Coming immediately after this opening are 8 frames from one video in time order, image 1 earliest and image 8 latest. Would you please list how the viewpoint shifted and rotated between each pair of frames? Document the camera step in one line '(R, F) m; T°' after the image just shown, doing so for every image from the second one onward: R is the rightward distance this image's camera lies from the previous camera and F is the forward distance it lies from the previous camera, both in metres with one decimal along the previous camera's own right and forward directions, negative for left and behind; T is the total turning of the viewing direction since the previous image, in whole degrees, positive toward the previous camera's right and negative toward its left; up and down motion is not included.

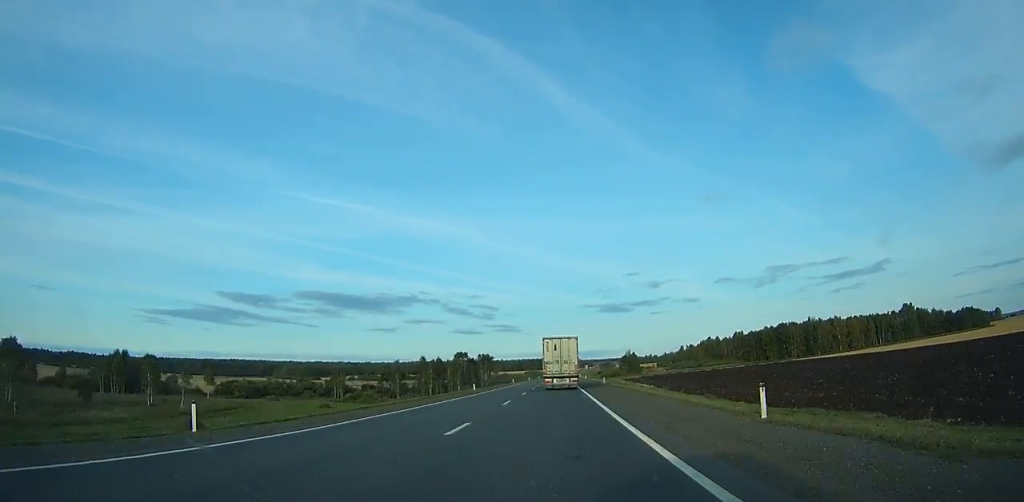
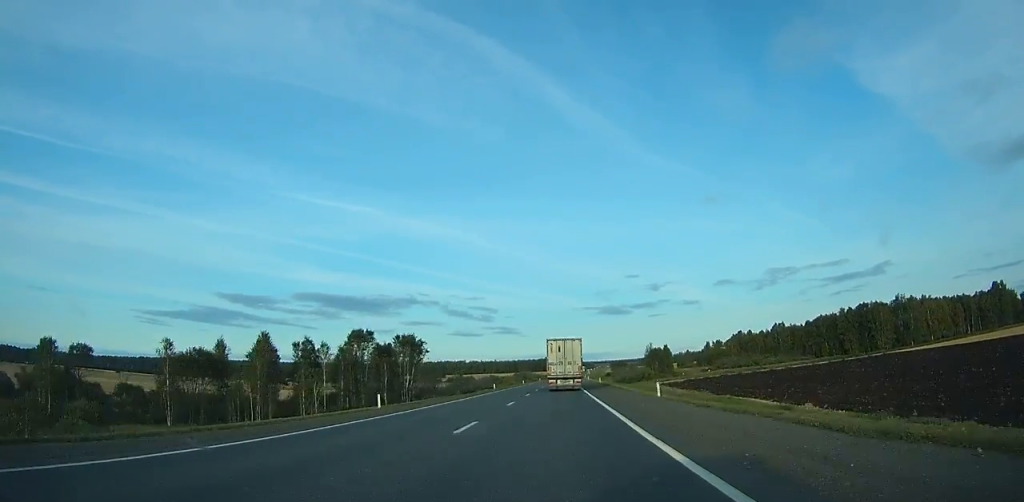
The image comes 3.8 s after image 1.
(+0.3, +84.2) m; +1°
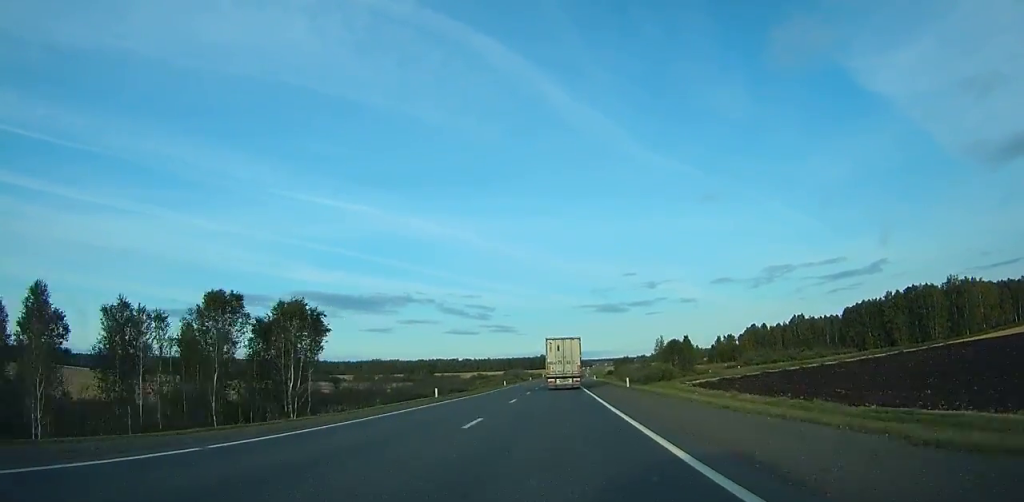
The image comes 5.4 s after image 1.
(+0.1, +35.6) m; 0°
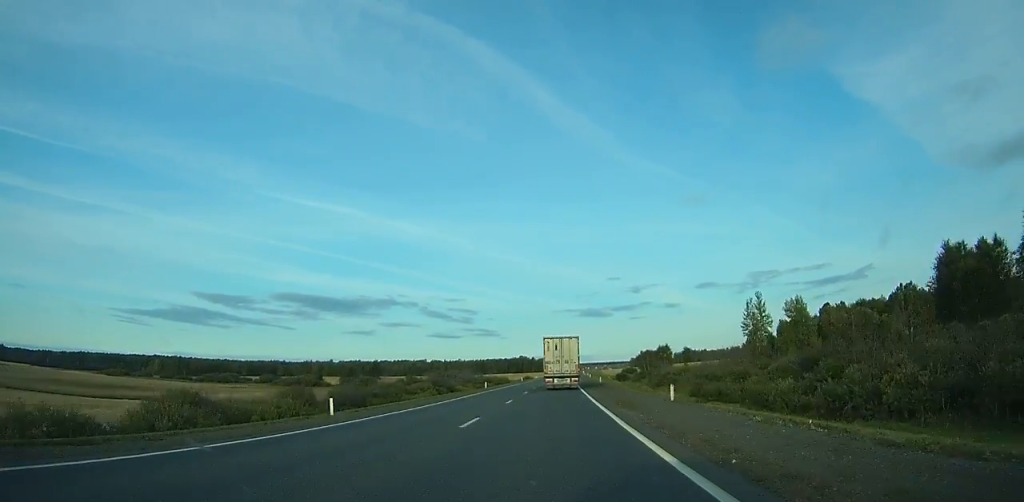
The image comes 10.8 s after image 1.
(+1.4, +120.5) m; +2°
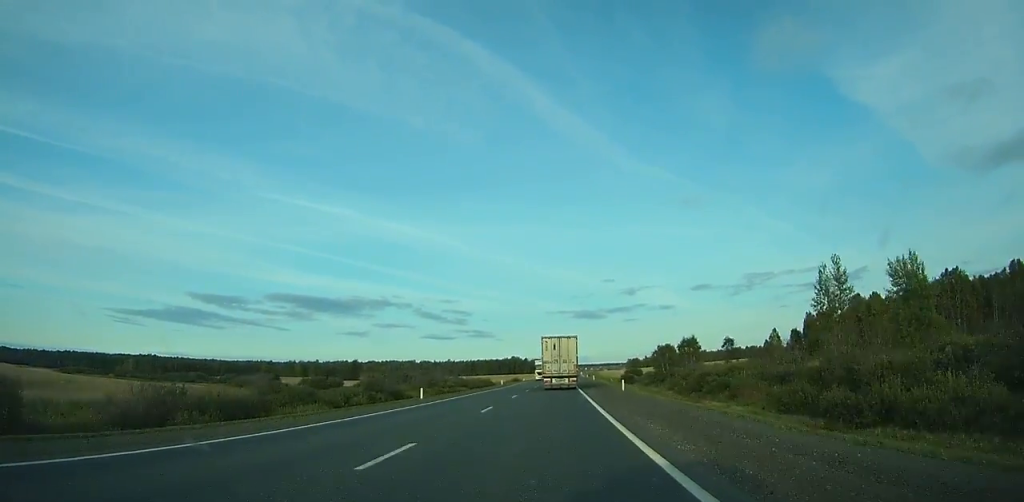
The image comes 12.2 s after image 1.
(0.0, +31.3) m; +1°
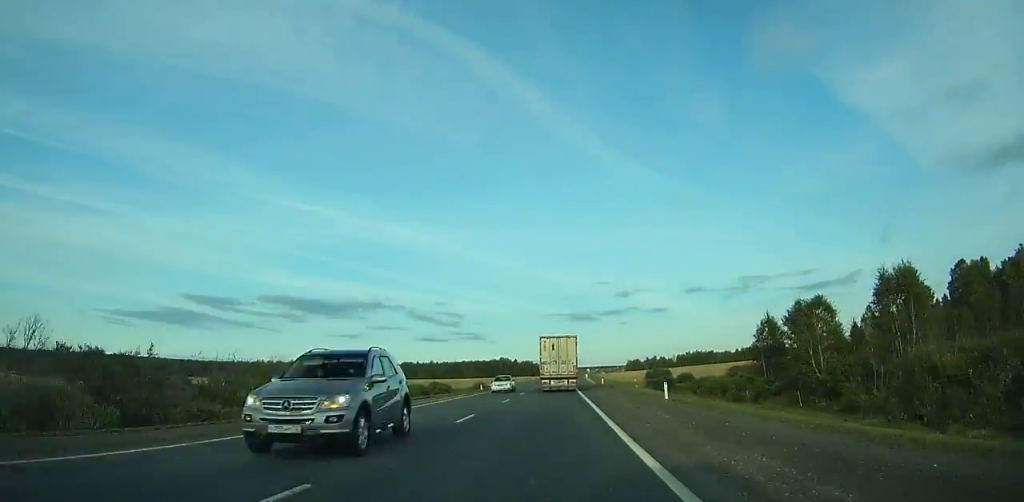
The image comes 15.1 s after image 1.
(+0.7, +64.6) m; +1°
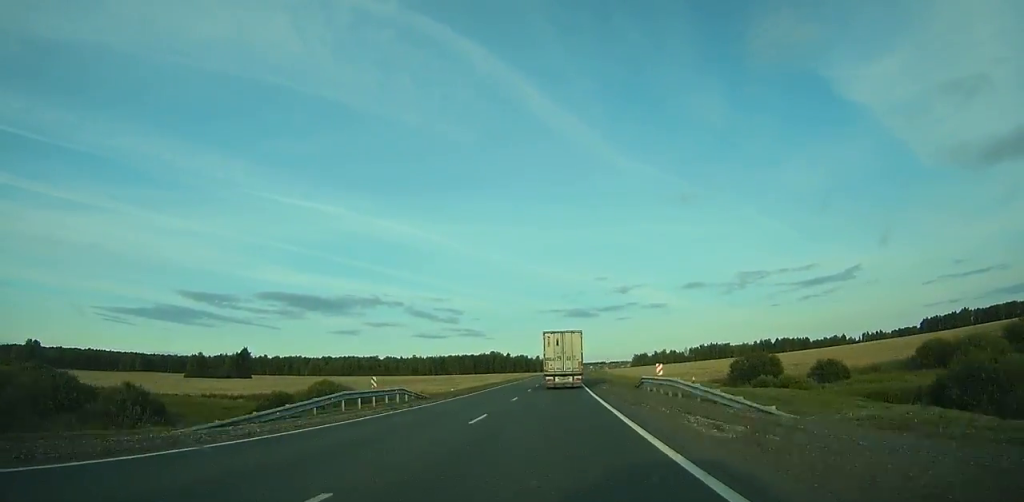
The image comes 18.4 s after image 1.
(+0.3, +72.9) m; 0°
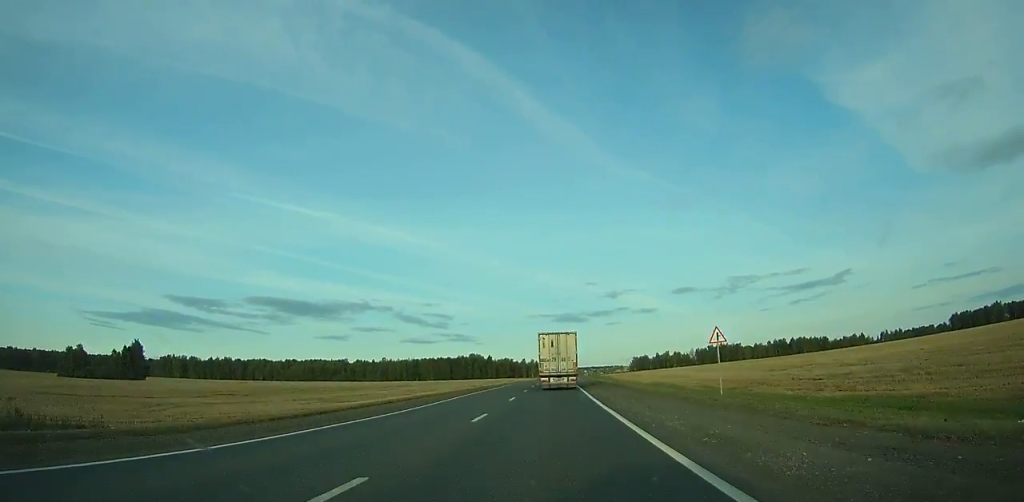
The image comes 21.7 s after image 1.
(0.0, +71.6) m; +1°
